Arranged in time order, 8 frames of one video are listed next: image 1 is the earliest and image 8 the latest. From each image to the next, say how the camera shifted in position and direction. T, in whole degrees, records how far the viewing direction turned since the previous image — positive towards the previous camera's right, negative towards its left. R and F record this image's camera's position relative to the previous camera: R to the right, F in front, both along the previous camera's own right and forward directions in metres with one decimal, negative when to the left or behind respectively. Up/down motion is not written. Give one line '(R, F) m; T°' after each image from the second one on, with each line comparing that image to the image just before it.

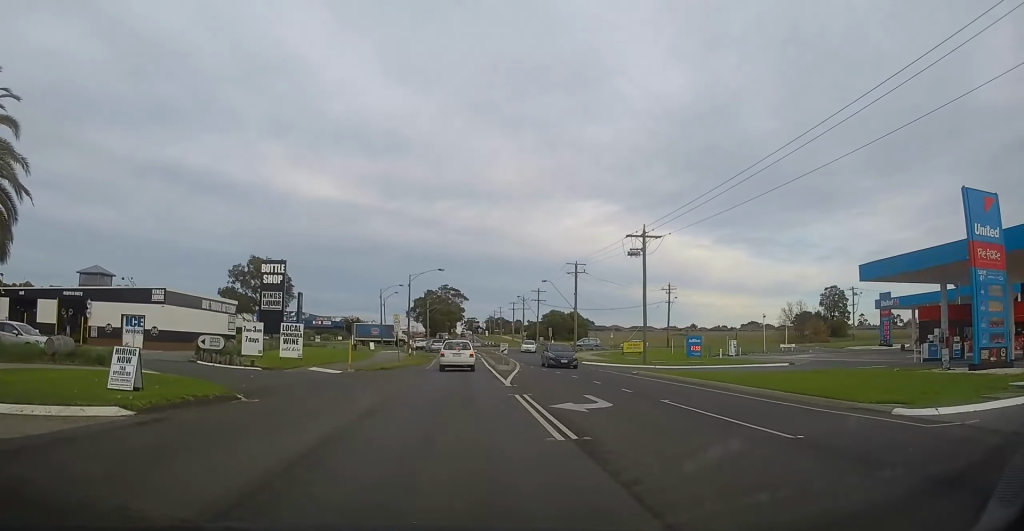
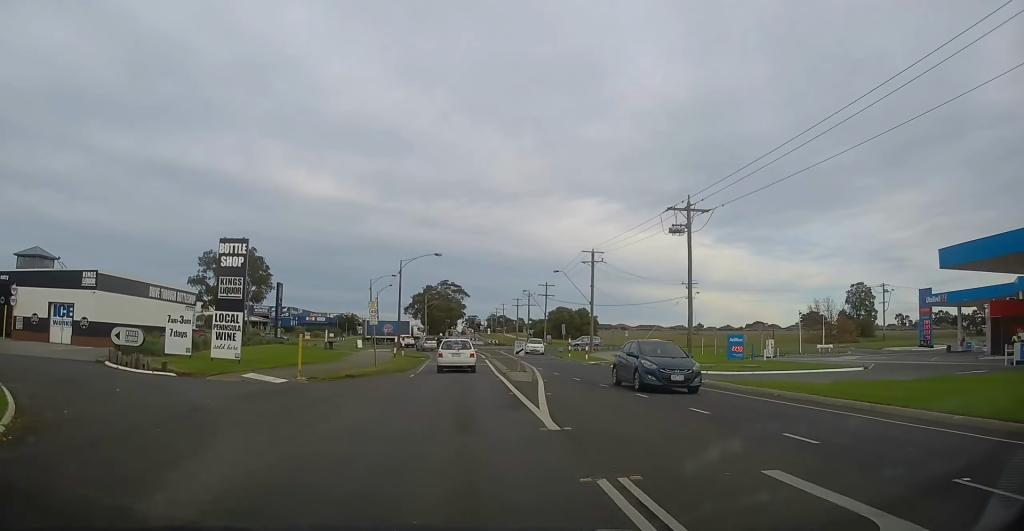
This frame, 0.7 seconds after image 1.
(0.0, +10.5) m; 0°
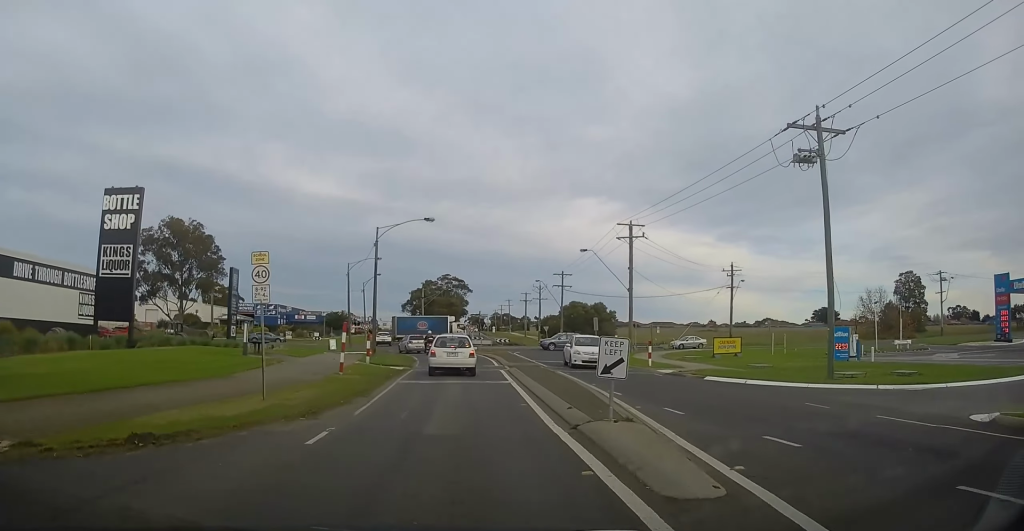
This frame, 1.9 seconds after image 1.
(0.0, +16.5) m; 0°
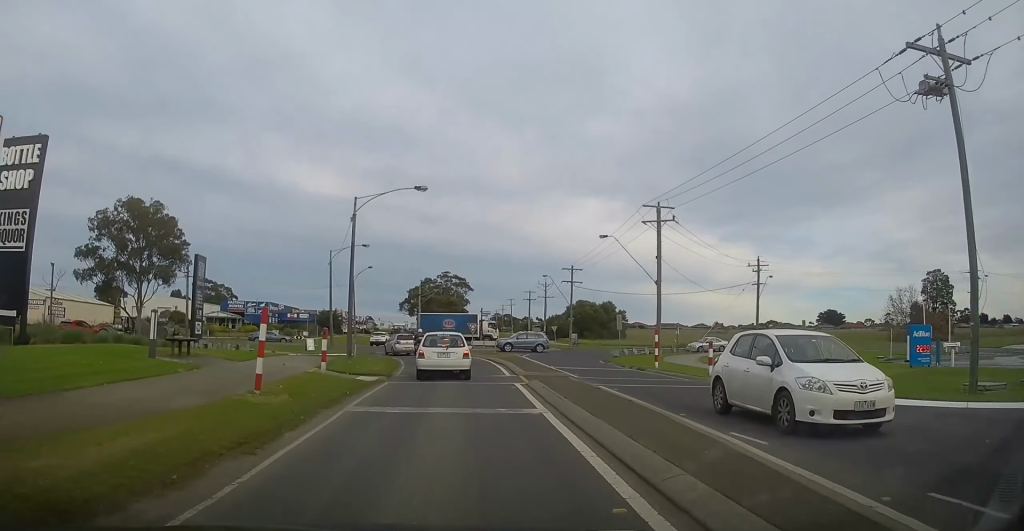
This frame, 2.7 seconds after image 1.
(0.0, +8.6) m; 0°
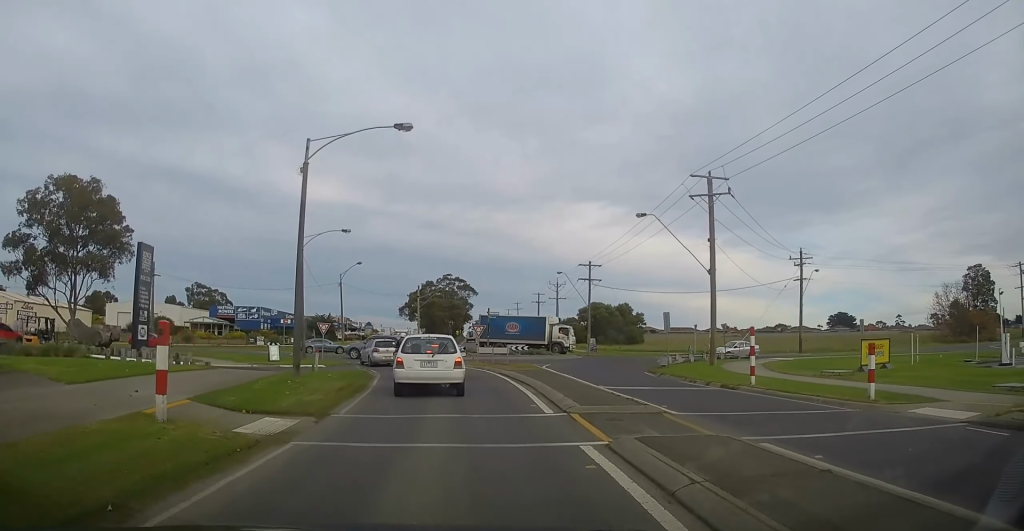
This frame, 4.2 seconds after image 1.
(0.0, +11.2) m; 0°
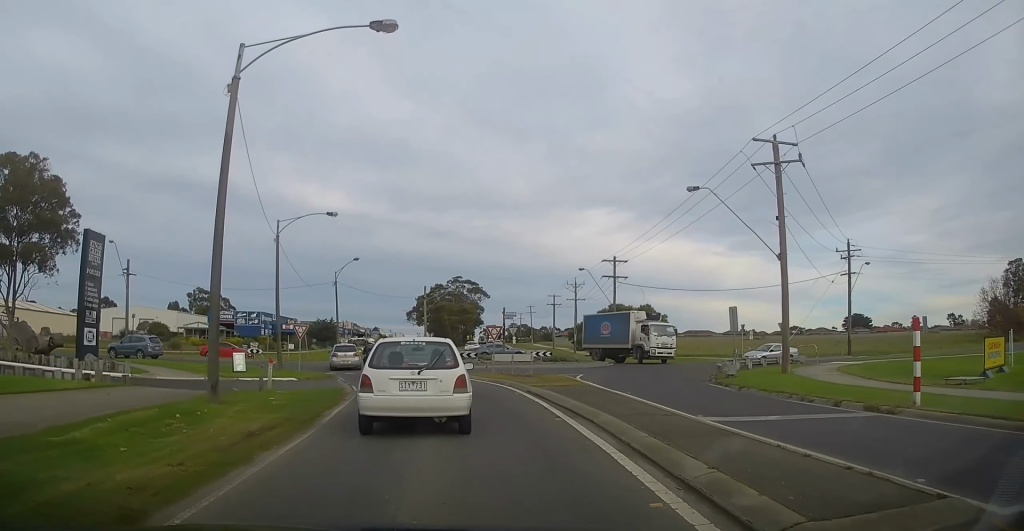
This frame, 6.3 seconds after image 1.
(0.0, +8.1) m; 0°
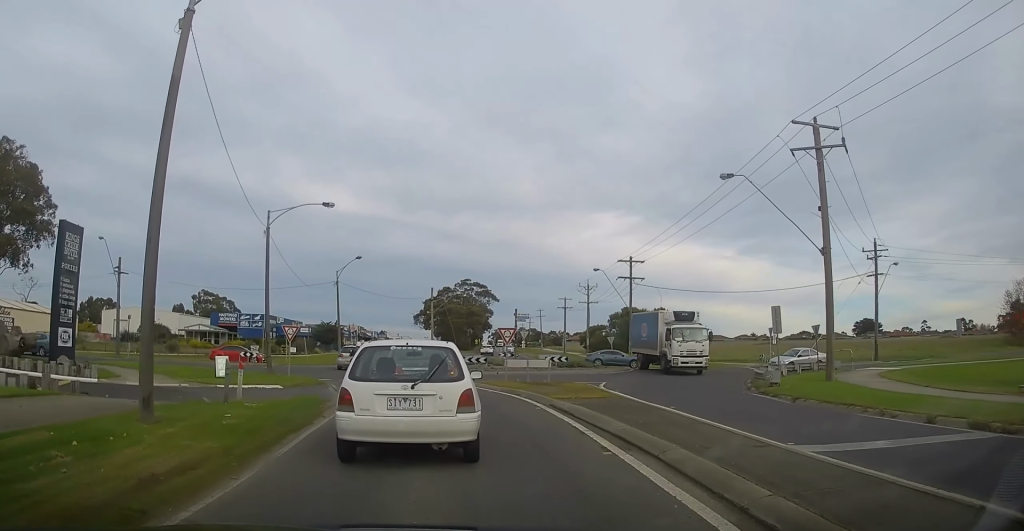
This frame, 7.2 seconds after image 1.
(0.0, +2.9) m; 0°
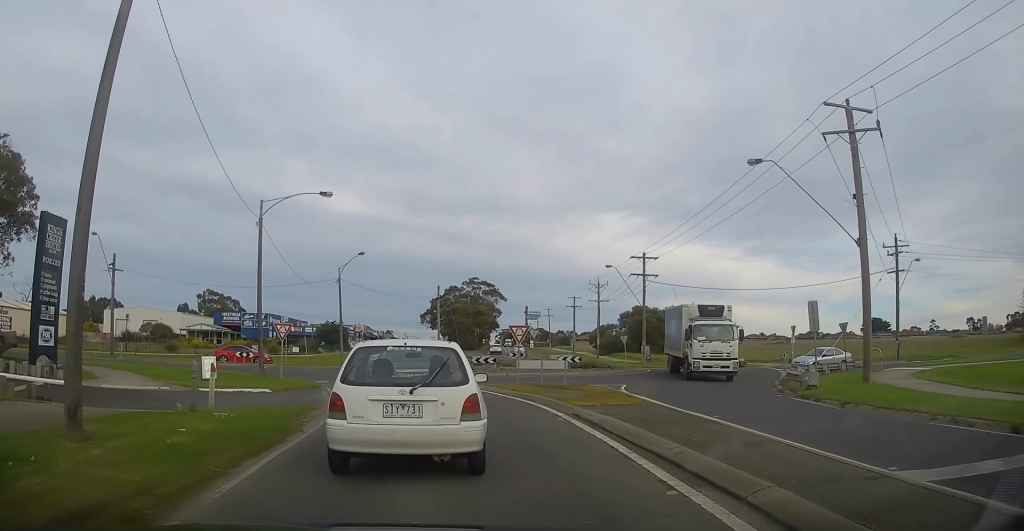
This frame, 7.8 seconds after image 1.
(0.0, +2.2) m; 0°
